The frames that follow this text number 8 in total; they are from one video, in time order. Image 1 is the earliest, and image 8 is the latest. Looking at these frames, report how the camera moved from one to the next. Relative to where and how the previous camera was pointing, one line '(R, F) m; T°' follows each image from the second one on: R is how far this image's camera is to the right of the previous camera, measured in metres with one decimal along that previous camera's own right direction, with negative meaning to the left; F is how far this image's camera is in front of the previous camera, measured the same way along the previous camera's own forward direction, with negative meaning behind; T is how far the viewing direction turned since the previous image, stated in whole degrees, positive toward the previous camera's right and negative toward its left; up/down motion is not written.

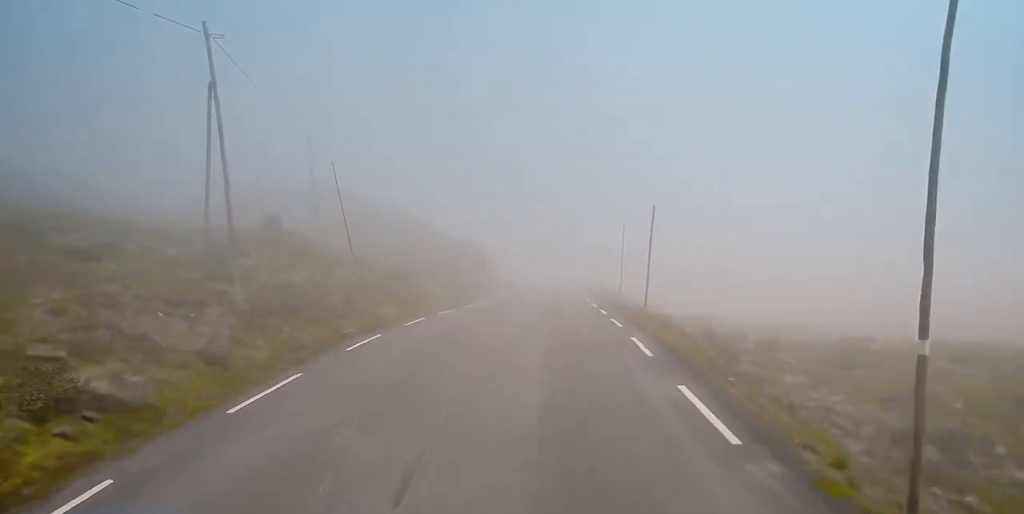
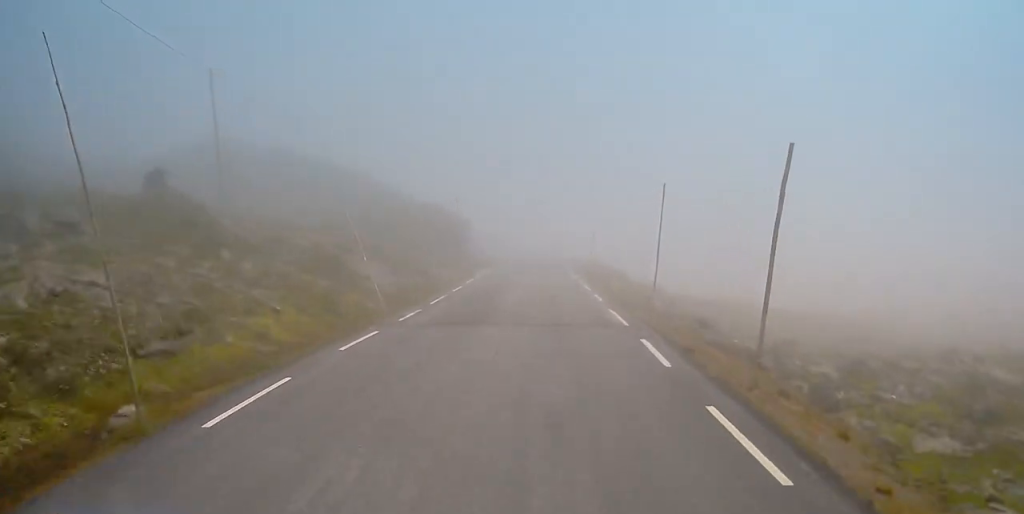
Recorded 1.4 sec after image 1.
(-0.3, +12.7) m; +2°
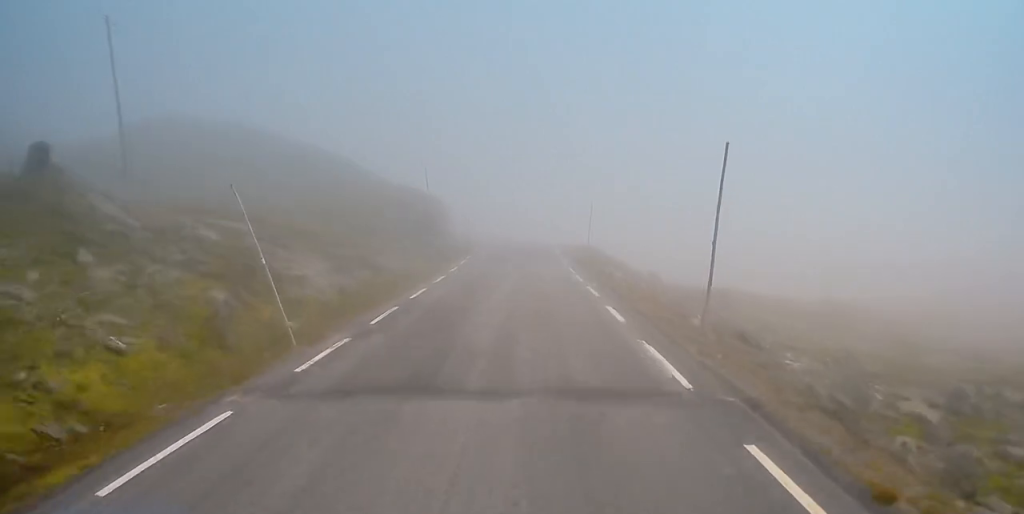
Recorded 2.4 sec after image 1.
(+0.3, +8.4) m; +2°
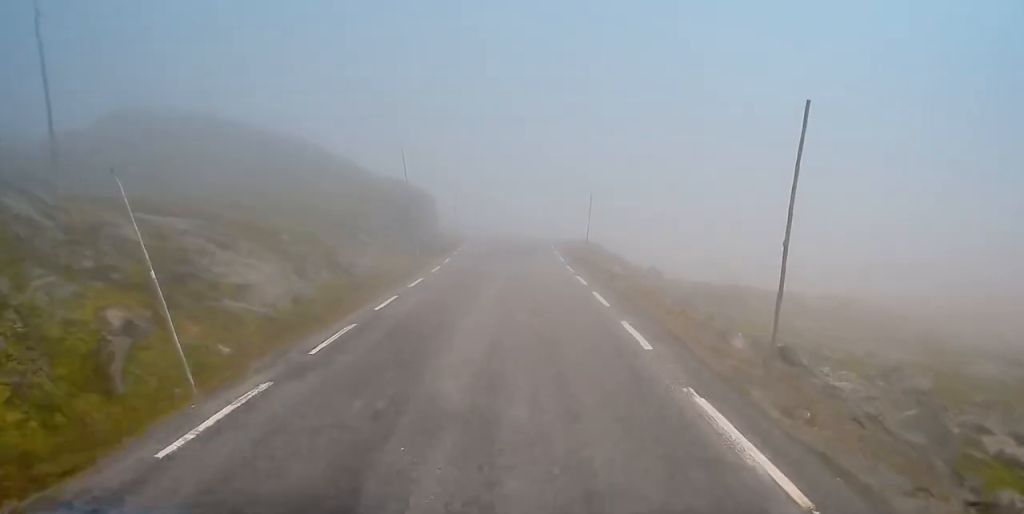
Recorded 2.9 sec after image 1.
(0.0, +4.8) m; 0°
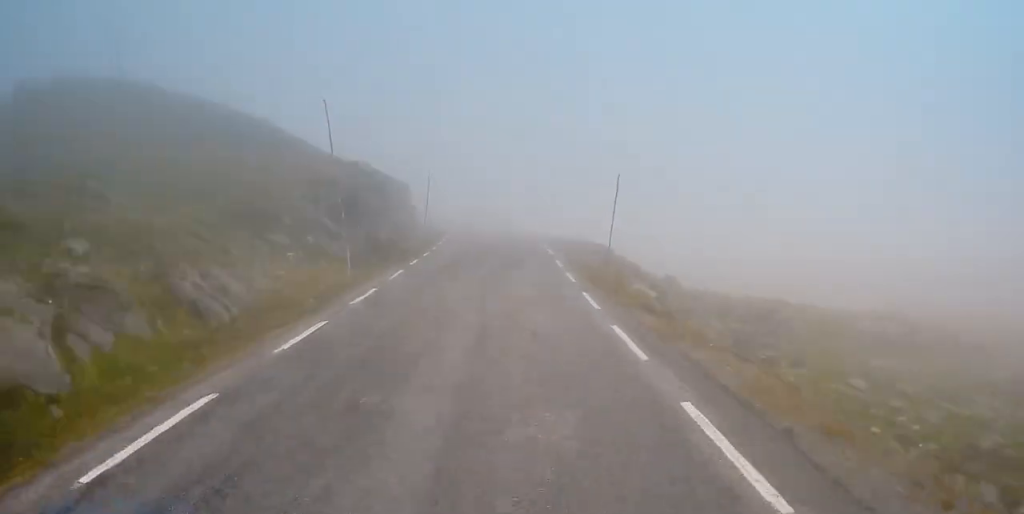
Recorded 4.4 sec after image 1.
(0.0, +13.6) m; 0°
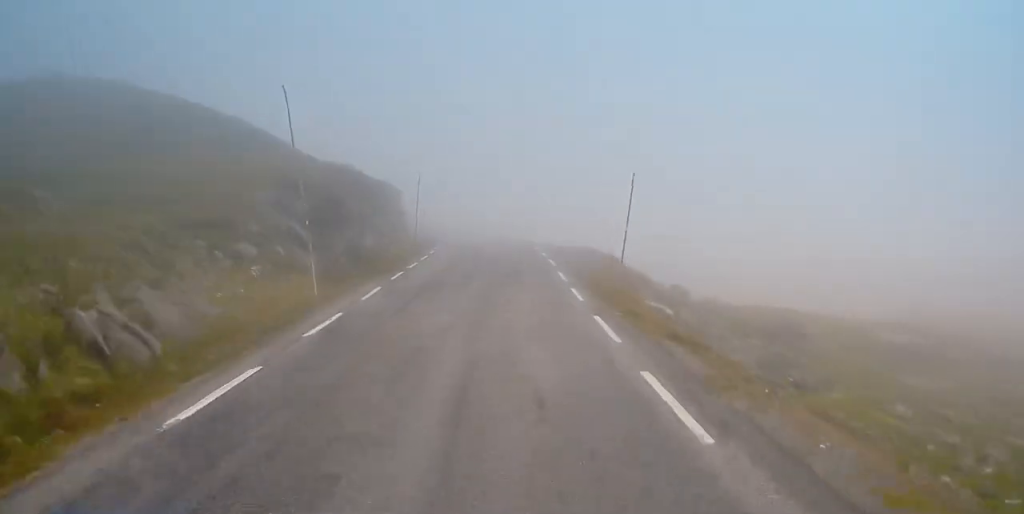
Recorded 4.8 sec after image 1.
(0.0, +4.0) m; 0°
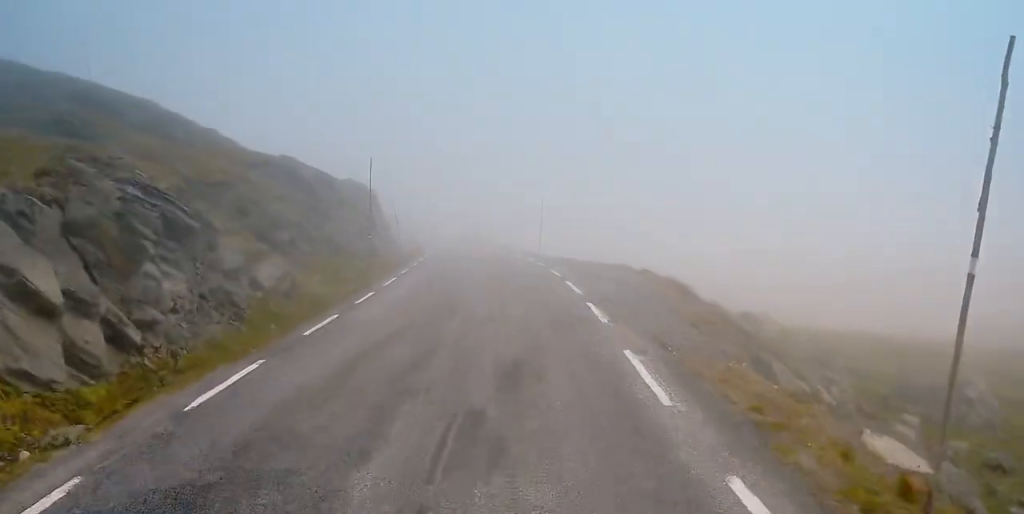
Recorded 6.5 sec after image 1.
(-0.1, +17.3) m; -2°
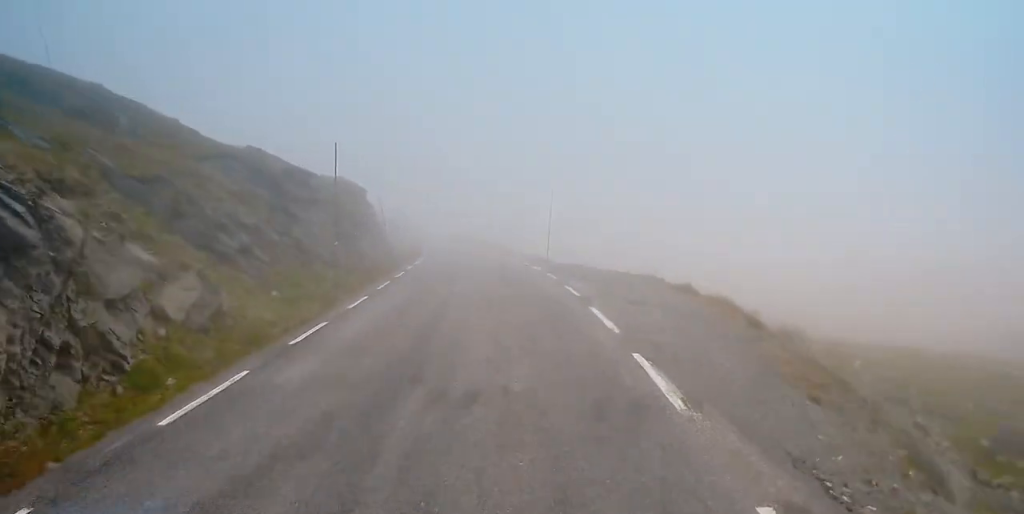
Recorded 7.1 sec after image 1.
(0.0, +6.7) m; -2°
